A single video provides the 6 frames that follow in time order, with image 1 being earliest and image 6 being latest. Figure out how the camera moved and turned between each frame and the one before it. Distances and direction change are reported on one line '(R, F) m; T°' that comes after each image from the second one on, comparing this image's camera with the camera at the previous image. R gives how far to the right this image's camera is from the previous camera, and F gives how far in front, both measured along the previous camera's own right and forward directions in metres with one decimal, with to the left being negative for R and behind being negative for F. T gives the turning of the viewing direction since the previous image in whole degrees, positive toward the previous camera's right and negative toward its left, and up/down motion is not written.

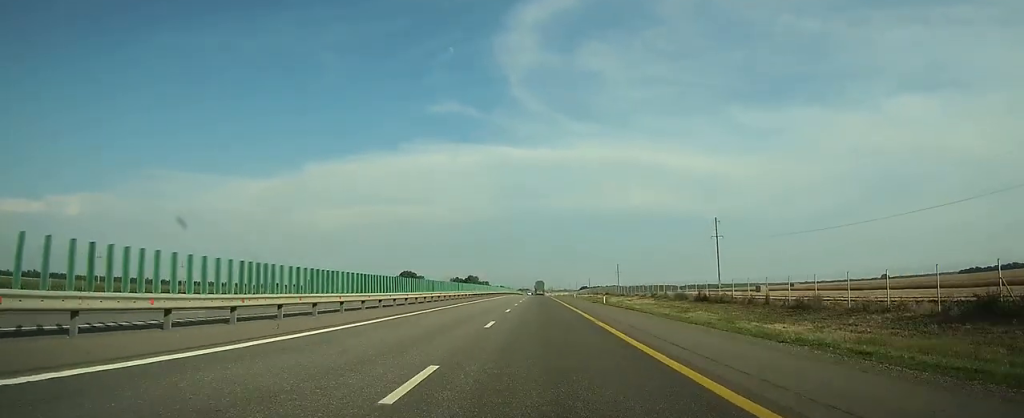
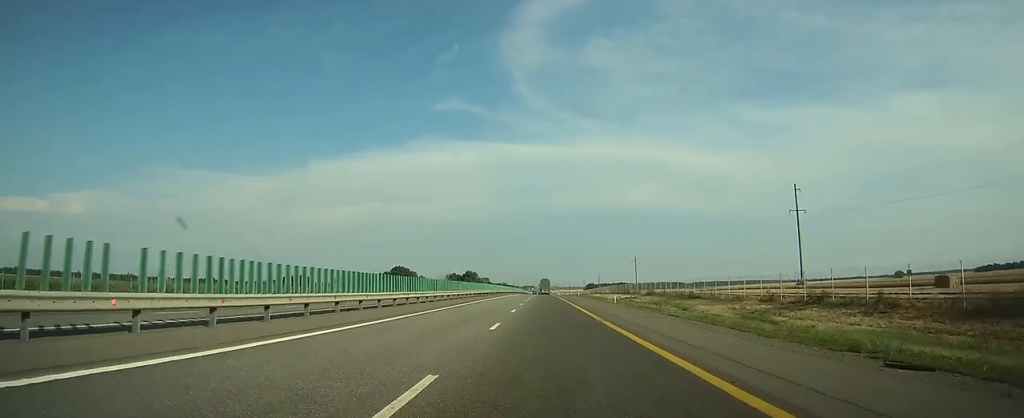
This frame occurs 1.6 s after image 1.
(0.0, +49.1) m; 0°
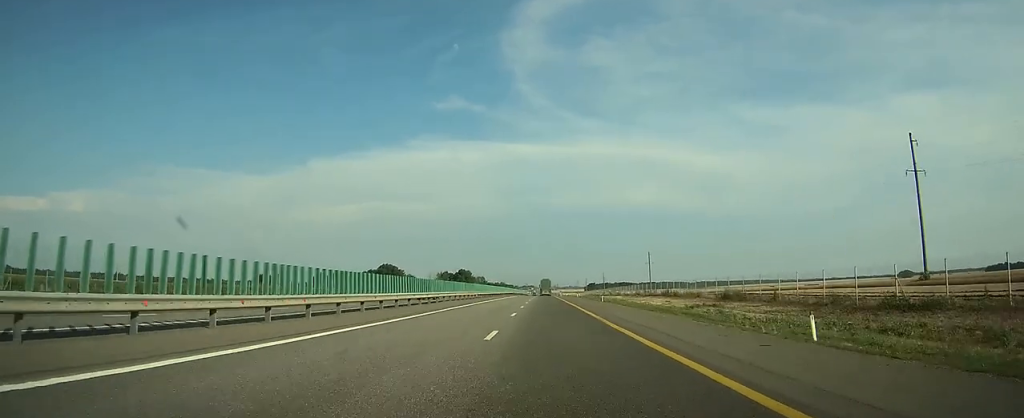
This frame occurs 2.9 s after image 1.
(-0.1, +39.2) m; 0°
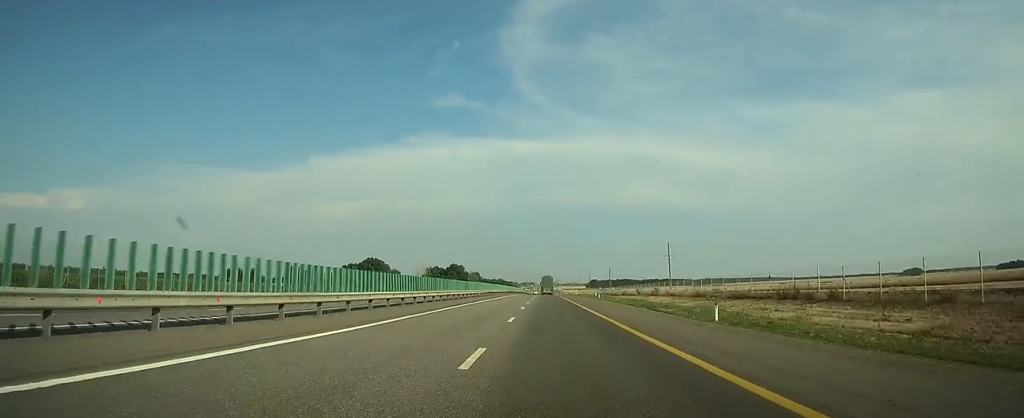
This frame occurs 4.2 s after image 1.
(-0.1, +41.4) m; 0°
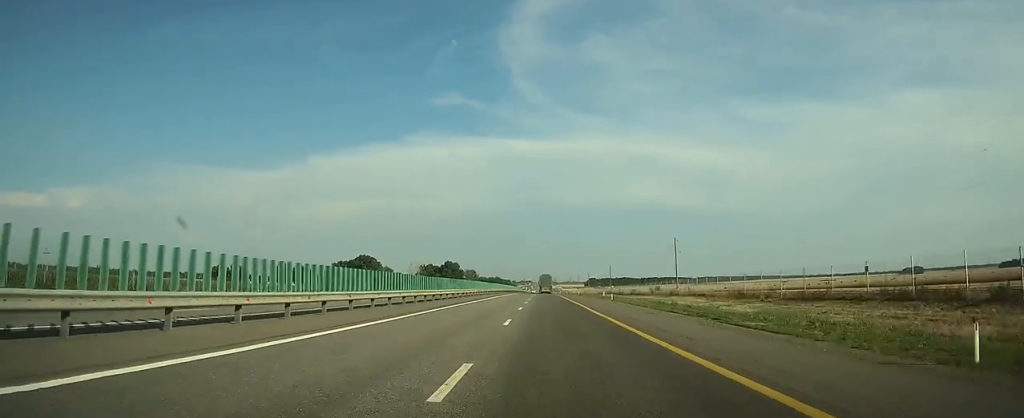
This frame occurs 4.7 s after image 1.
(0.0, +14.5) m; 0°
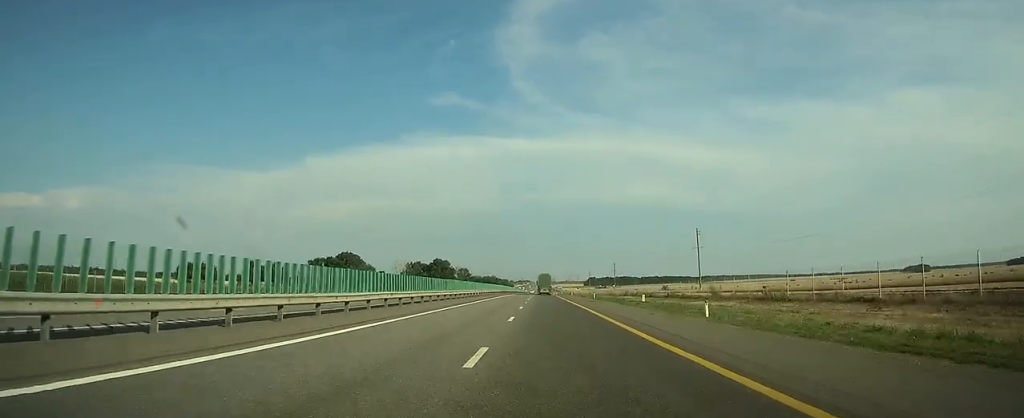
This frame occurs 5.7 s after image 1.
(0.0, +33.3) m; 0°
